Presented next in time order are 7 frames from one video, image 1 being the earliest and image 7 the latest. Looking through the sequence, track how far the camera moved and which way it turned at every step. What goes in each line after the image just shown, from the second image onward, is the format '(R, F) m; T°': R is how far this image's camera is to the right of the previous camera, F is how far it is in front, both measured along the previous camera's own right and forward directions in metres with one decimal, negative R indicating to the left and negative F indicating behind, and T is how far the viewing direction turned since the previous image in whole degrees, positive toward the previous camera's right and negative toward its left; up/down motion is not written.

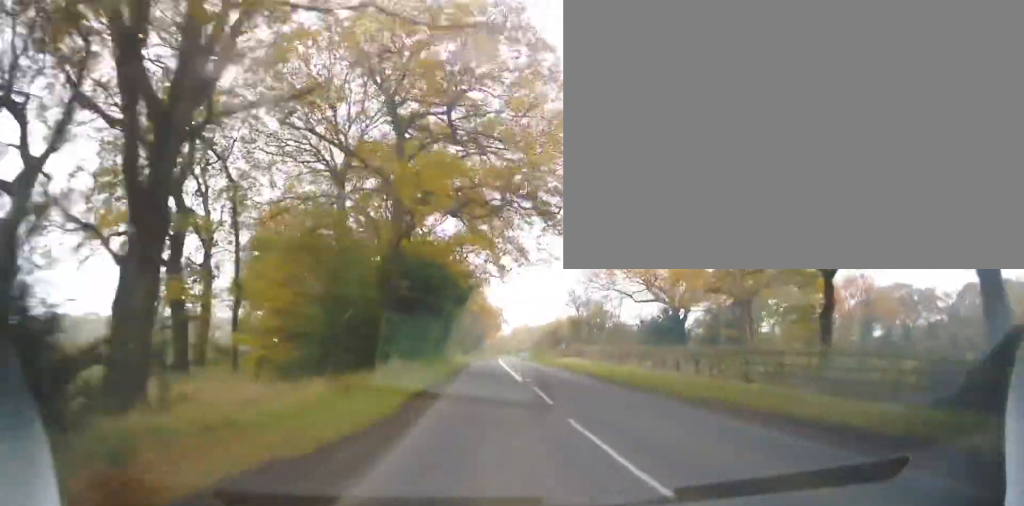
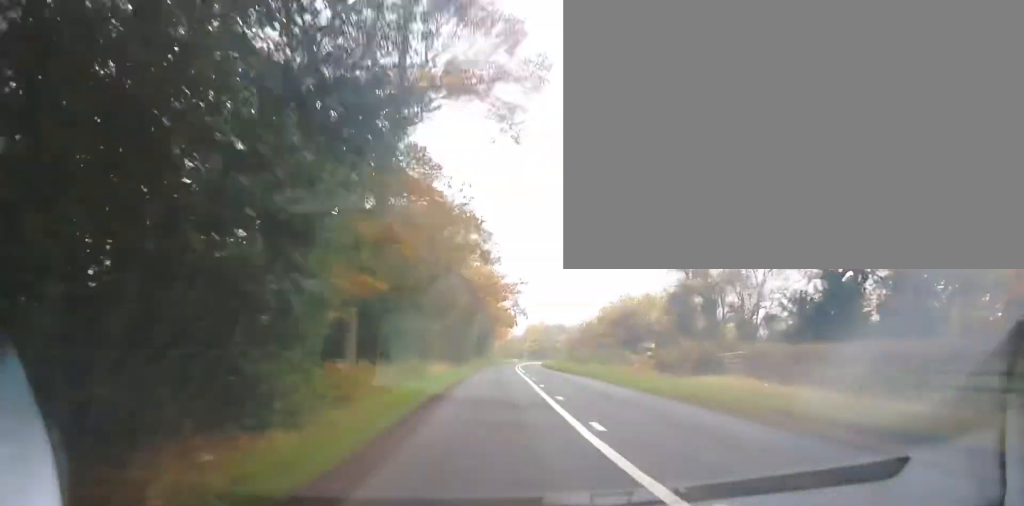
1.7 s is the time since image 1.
(-0.7, +32.5) m; -1°
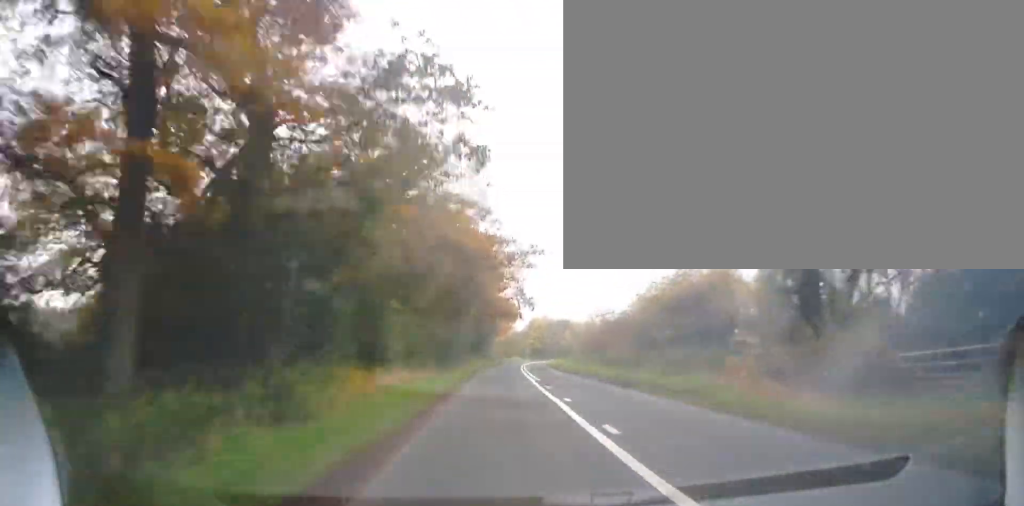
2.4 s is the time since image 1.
(+0.2, +13.1) m; 0°
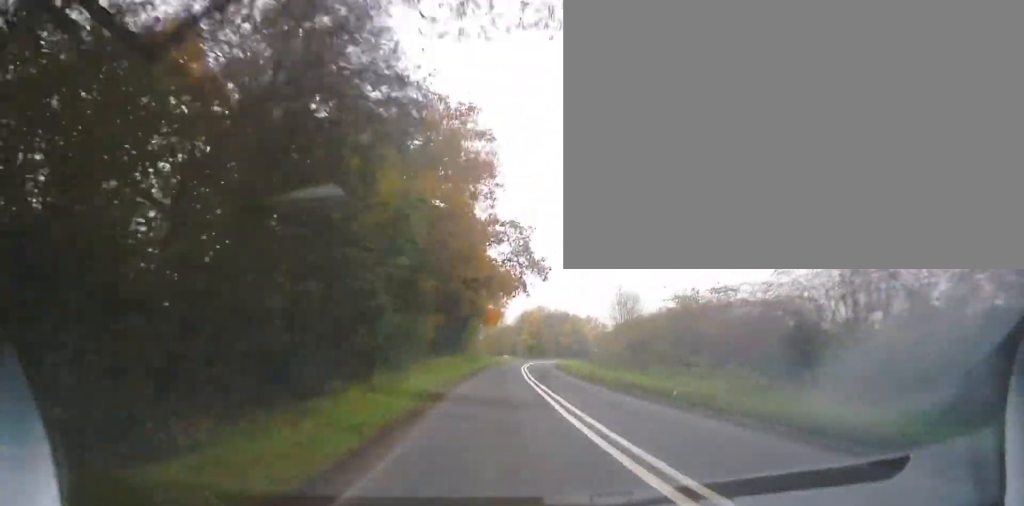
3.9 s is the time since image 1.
(-0.1, +25.8) m; 0°
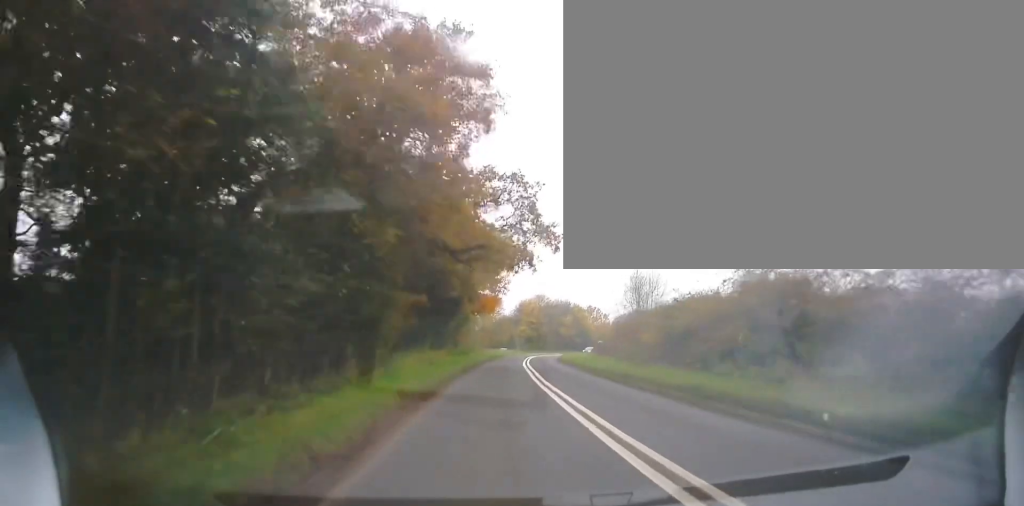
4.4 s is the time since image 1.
(+0.1, +8.7) m; 0°
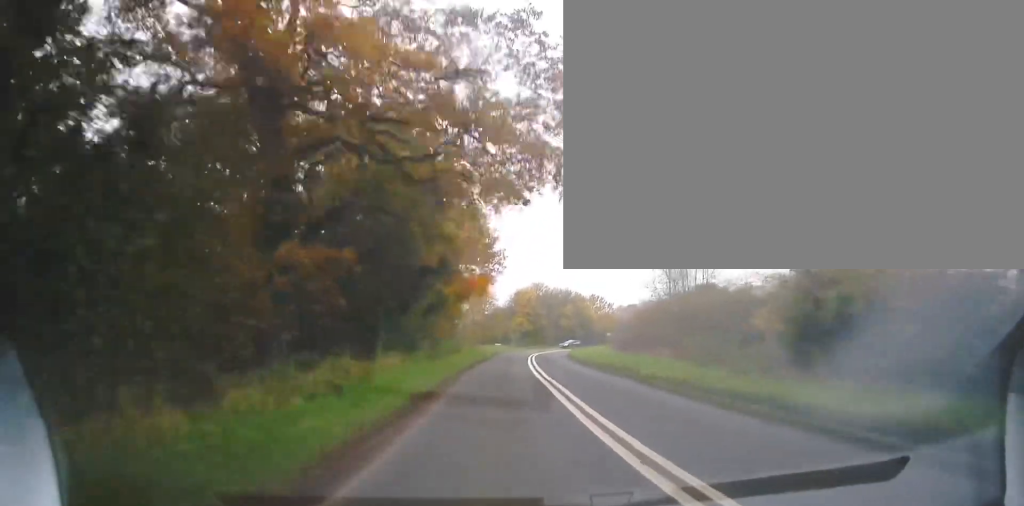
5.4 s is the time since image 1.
(-0.1, +14.6) m; +1°
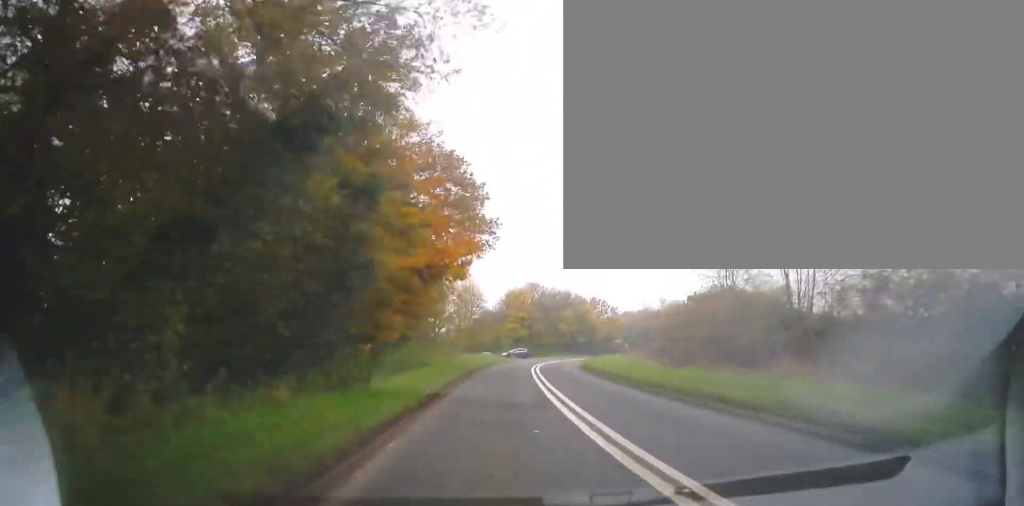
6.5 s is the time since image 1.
(+0.2, +15.2) m; 0°
